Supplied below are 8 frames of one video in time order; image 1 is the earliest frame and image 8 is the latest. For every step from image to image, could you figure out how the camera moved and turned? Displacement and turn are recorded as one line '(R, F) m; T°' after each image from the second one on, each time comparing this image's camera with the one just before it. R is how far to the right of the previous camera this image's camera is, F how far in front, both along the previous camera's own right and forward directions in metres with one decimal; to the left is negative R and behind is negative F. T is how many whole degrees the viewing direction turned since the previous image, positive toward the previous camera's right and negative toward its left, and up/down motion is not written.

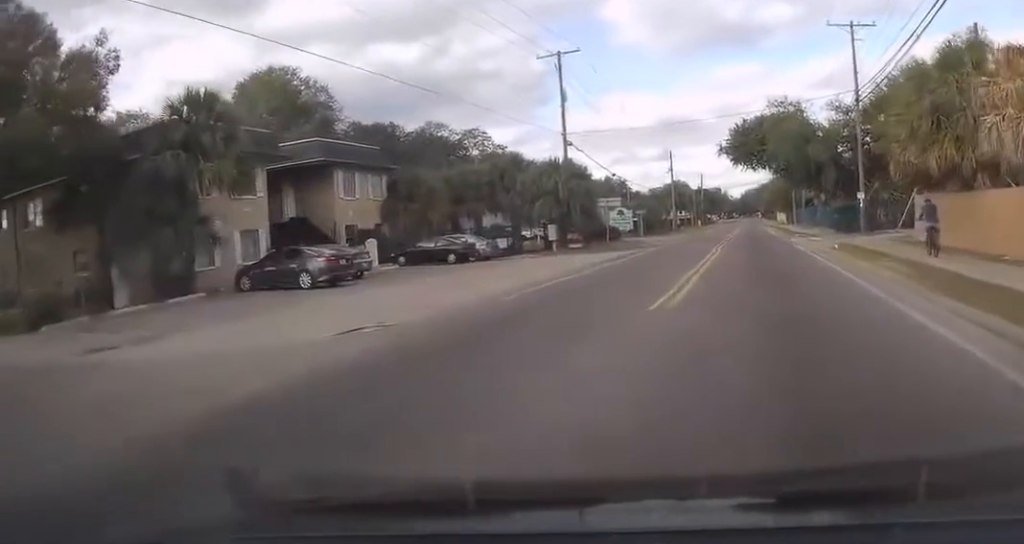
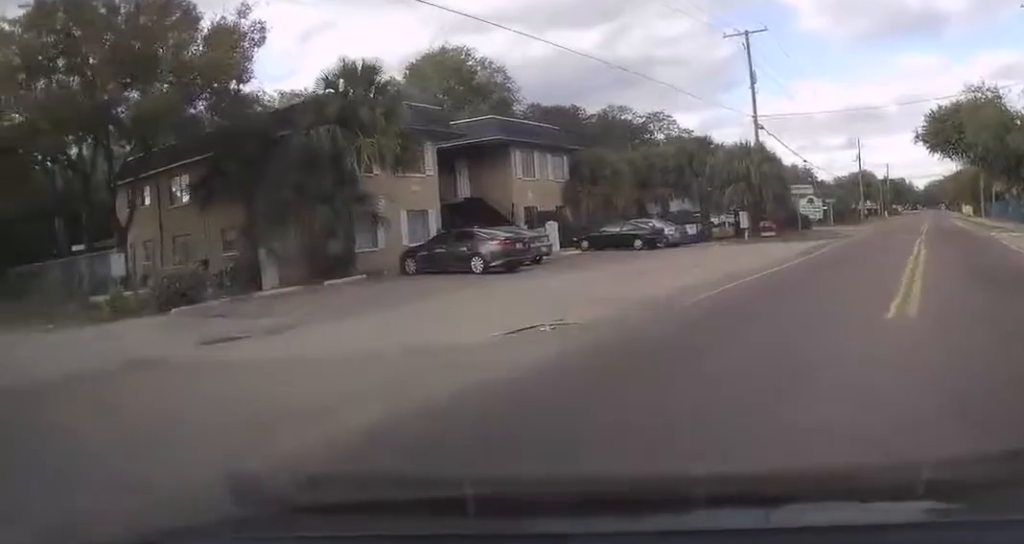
(+0.1, +2.3) m; -12°
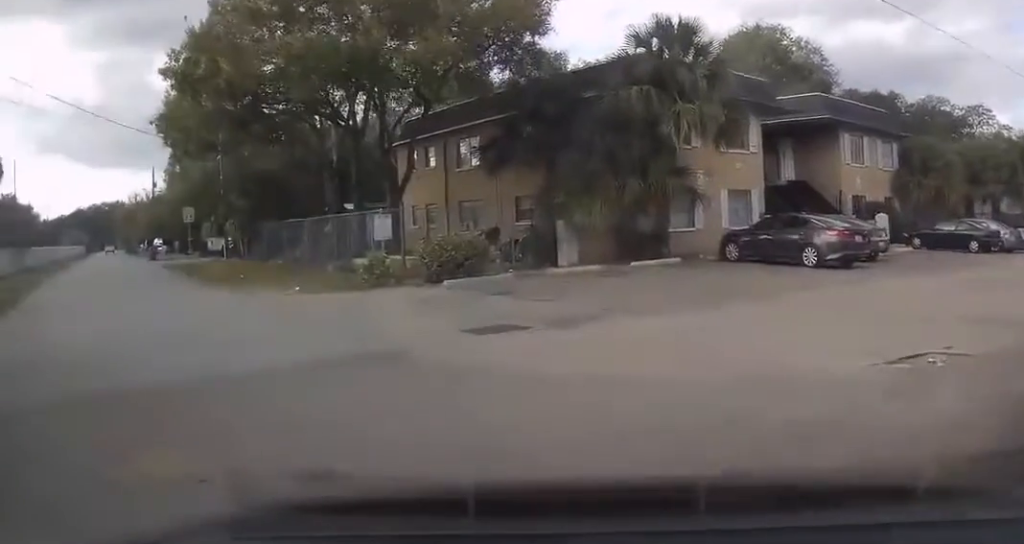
(-1.0, +2.7) m; -26°
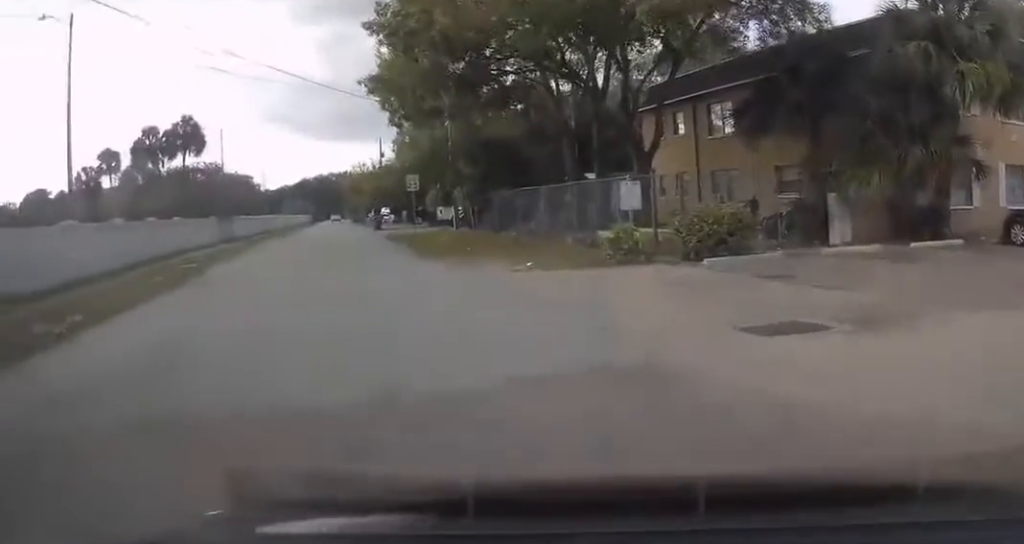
(-0.4, +2.2) m; -15°
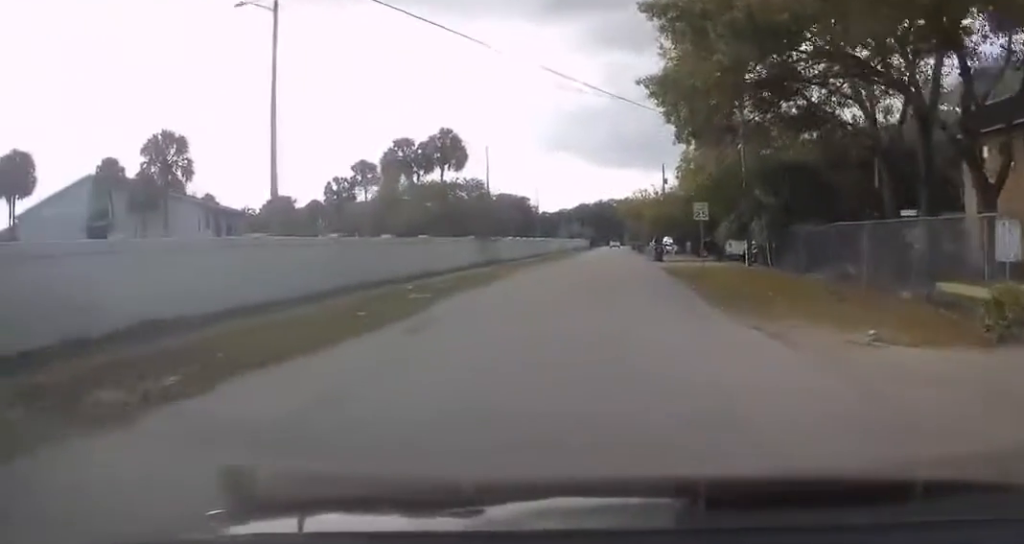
(-0.6, +3.9) m; -16°
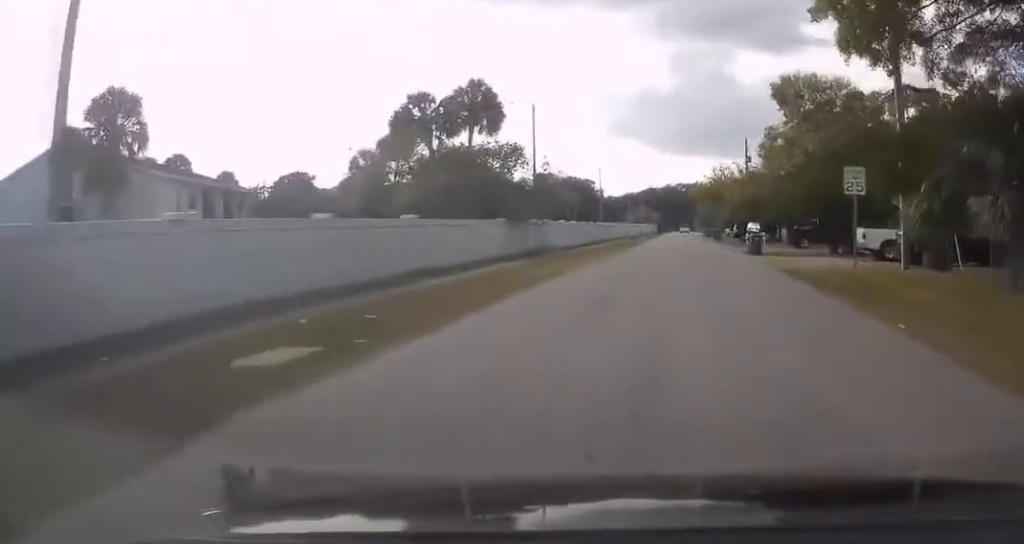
(-1.9, +11.0) m; -12°
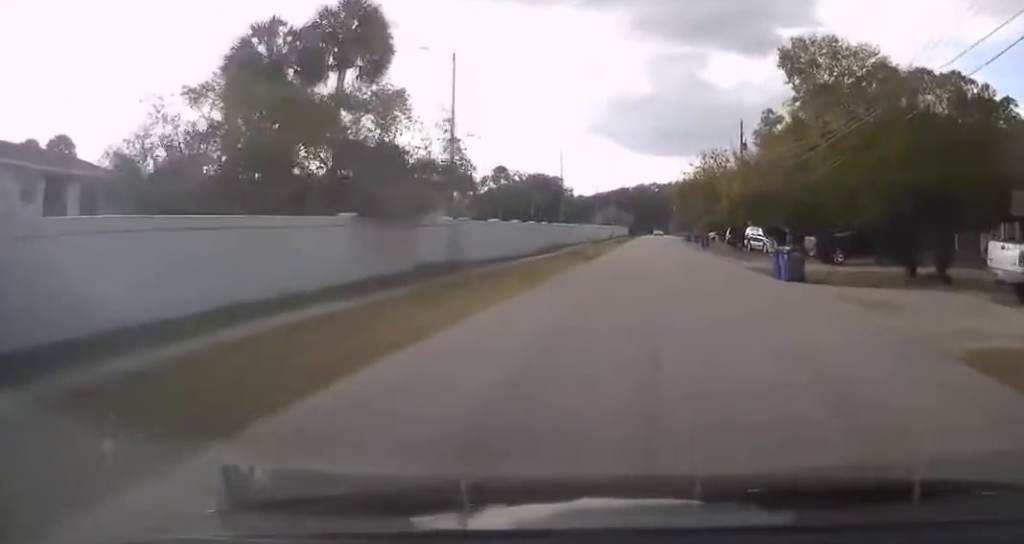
(+0.1, +13.4) m; +2°
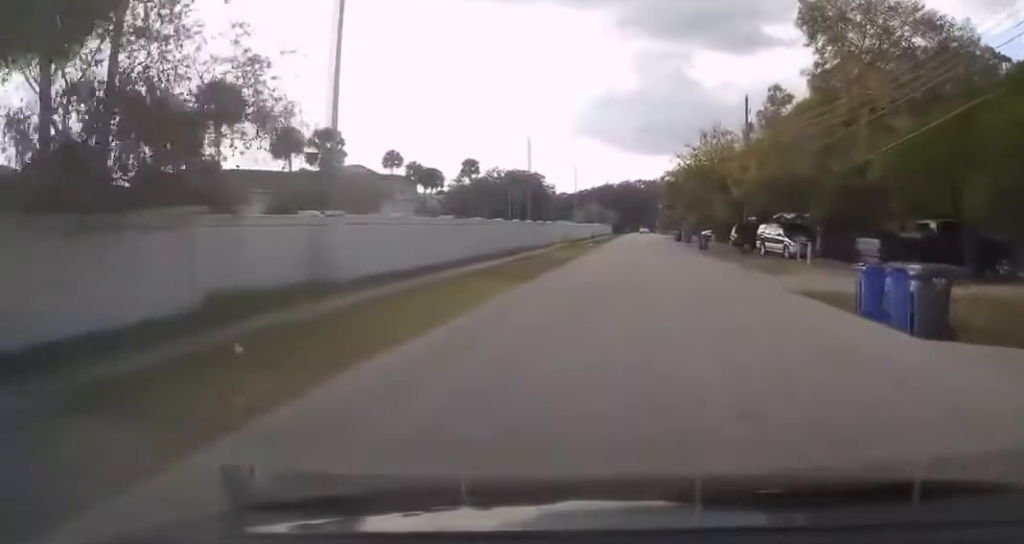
(+0.1, +10.5) m; +1°
